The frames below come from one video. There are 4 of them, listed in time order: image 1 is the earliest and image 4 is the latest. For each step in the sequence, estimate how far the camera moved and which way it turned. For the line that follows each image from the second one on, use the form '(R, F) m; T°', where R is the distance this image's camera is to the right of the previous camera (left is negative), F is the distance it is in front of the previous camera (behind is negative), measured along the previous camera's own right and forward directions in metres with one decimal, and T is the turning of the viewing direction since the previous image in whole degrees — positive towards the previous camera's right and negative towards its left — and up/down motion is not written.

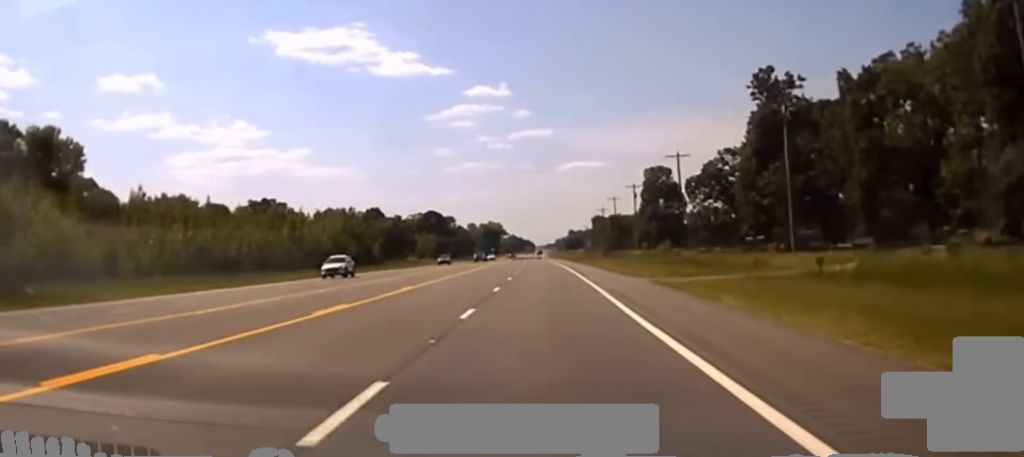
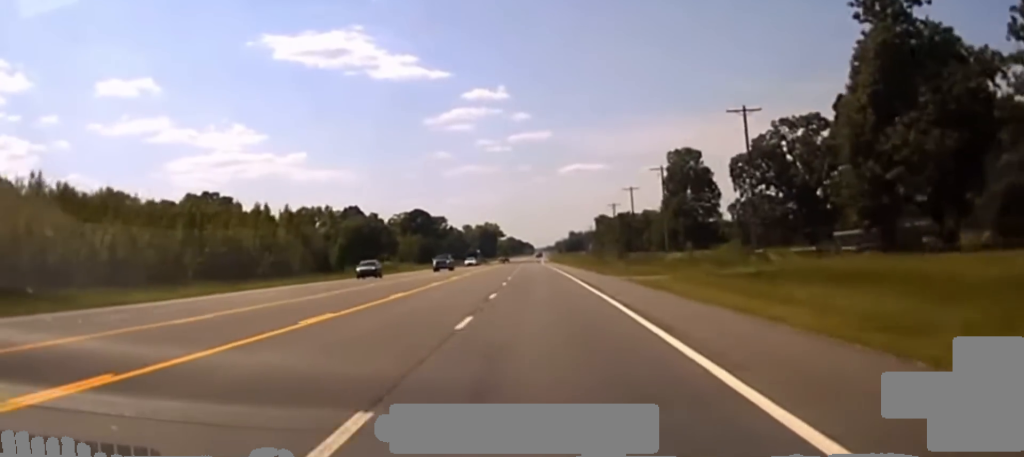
(-0.1, +42.4) m; 0°
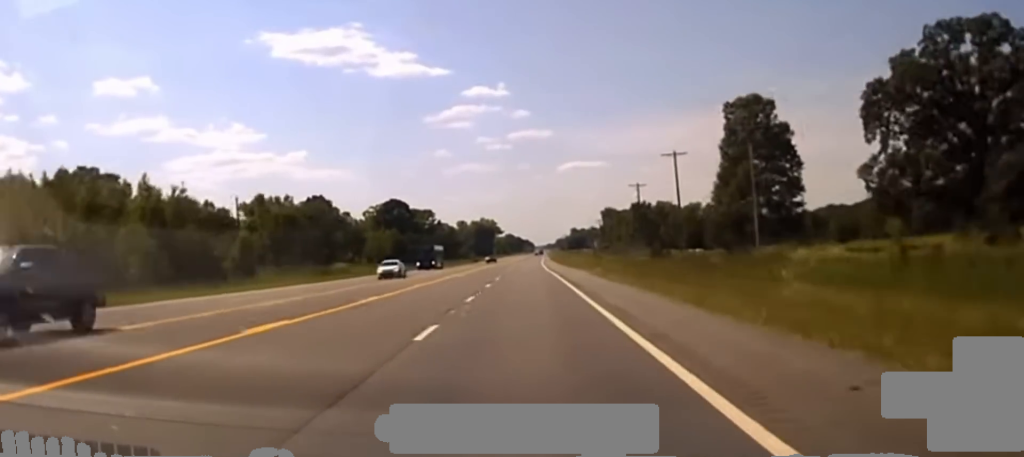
(+0.3, +58.0) m; 0°
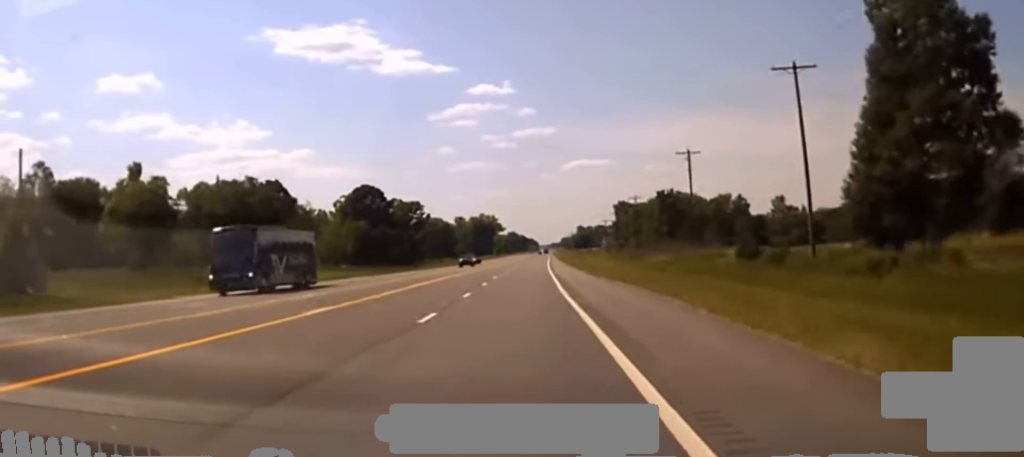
(-0.4, +52.0) m; 0°
